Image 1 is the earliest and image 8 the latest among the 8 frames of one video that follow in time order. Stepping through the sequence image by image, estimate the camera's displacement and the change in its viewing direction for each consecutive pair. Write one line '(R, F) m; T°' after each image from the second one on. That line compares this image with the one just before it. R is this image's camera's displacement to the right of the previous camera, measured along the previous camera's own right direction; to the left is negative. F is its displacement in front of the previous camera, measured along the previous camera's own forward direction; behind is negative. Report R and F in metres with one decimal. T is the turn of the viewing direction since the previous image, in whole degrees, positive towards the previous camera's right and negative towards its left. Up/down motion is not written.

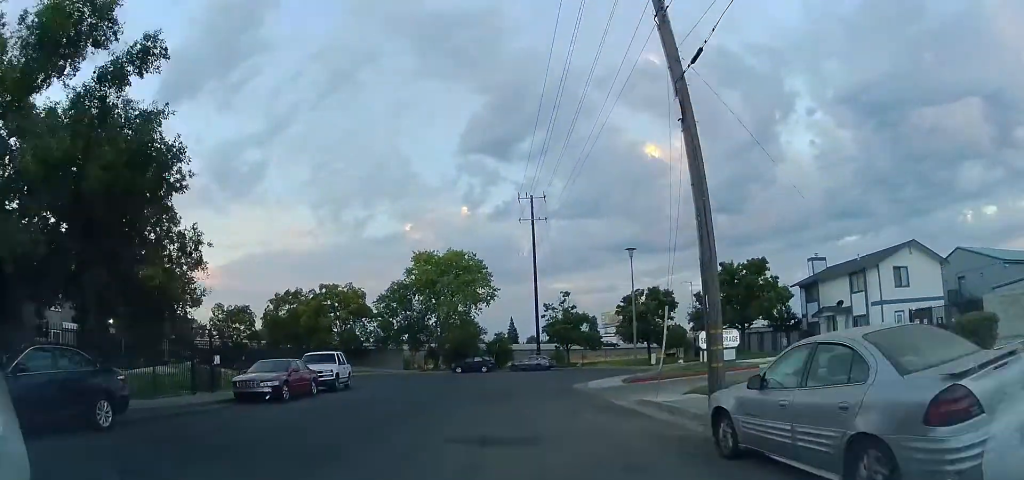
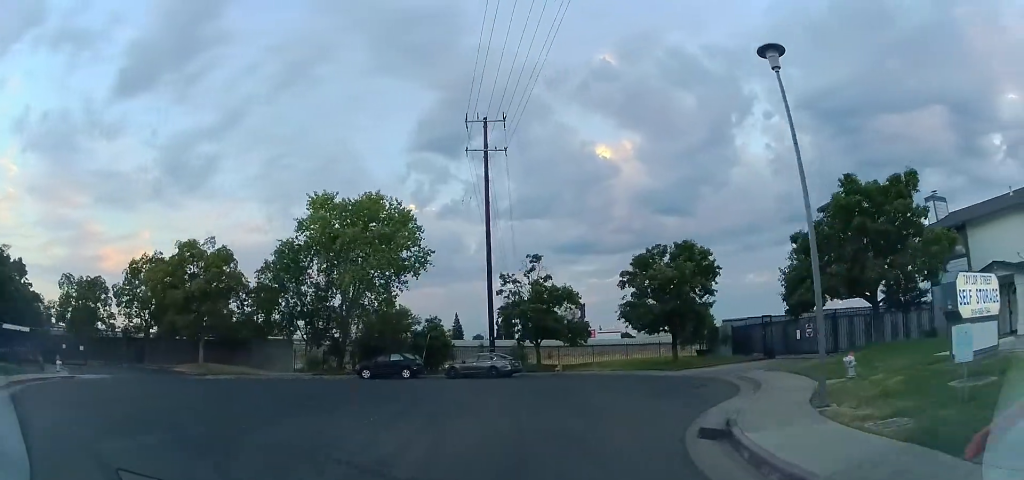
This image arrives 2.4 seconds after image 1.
(+0.2, +20.0) m; +4°
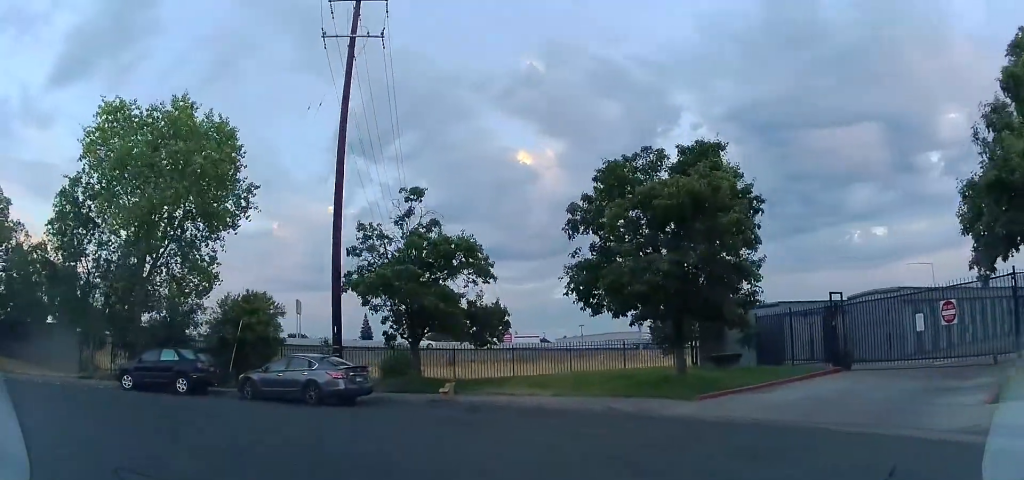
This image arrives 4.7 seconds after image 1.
(+1.5, +16.6) m; +6°
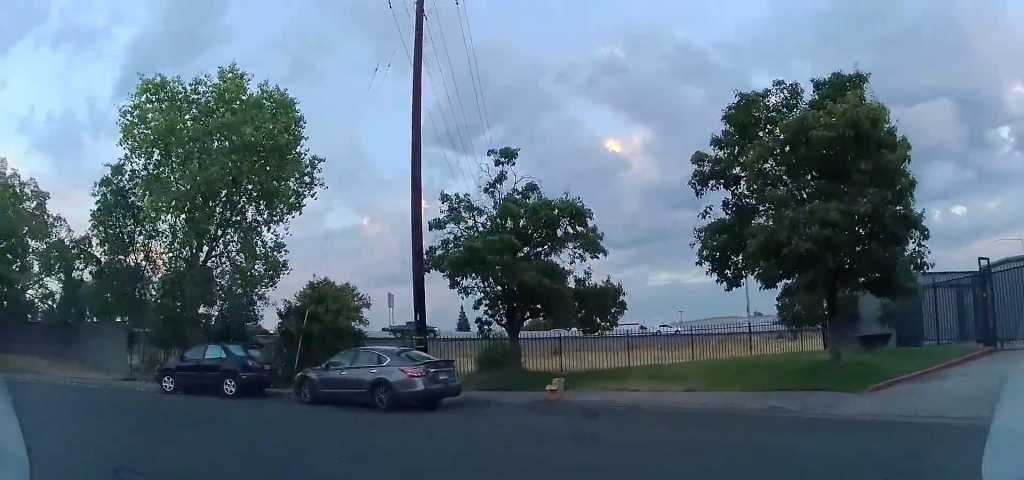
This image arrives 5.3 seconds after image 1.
(-0.1, +3.5) m; -7°
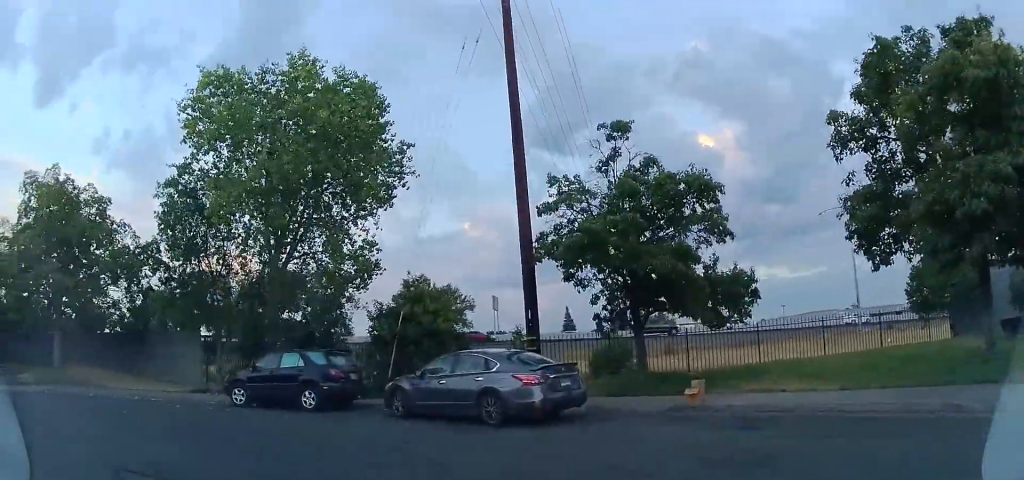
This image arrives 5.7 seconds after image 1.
(+0.1, +2.3) m; -7°
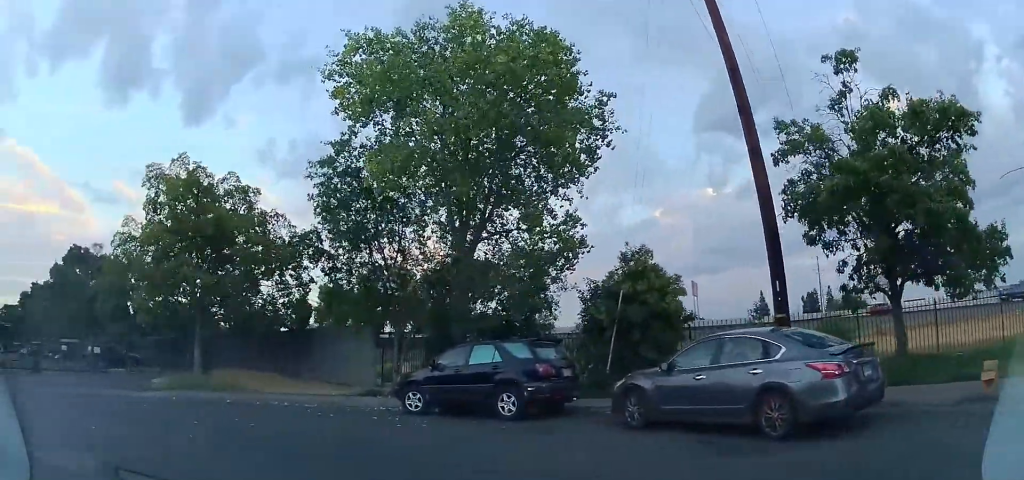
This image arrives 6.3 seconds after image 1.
(-0.5, +3.2) m; -18°
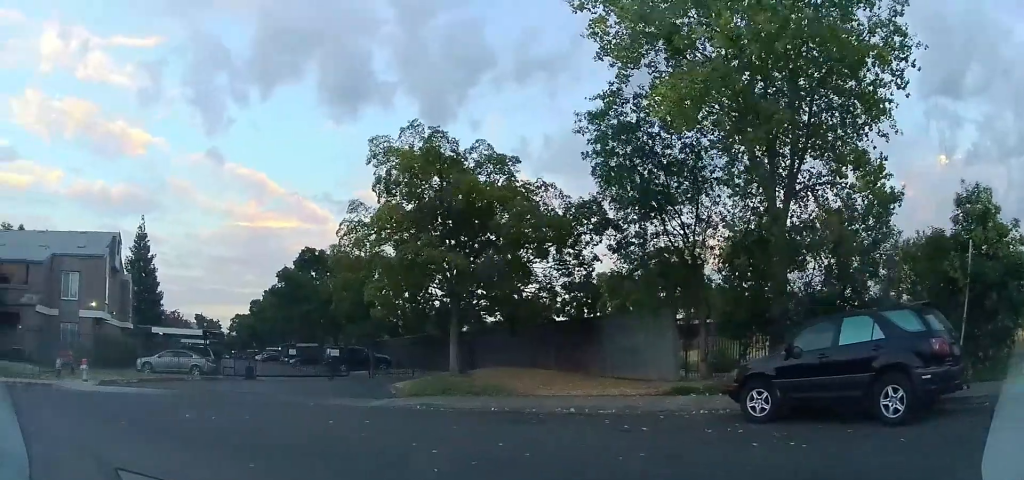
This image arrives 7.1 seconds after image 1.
(-0.8, +3.7) m; -33°
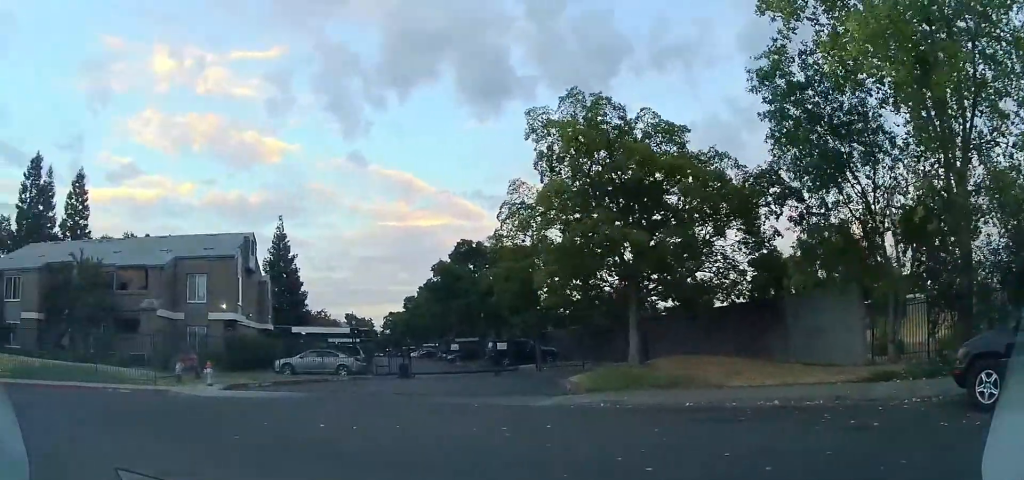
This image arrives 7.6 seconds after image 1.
(-0.3, +1.9) m; -24°
